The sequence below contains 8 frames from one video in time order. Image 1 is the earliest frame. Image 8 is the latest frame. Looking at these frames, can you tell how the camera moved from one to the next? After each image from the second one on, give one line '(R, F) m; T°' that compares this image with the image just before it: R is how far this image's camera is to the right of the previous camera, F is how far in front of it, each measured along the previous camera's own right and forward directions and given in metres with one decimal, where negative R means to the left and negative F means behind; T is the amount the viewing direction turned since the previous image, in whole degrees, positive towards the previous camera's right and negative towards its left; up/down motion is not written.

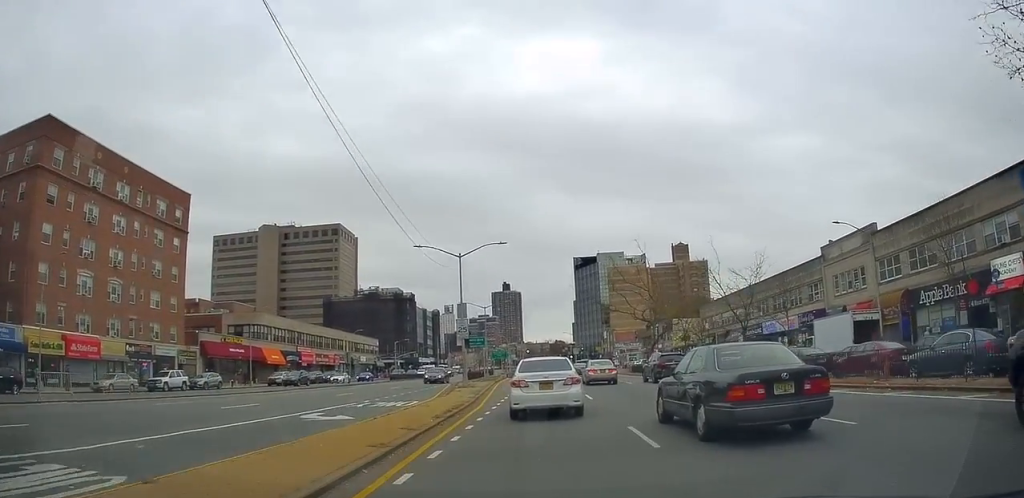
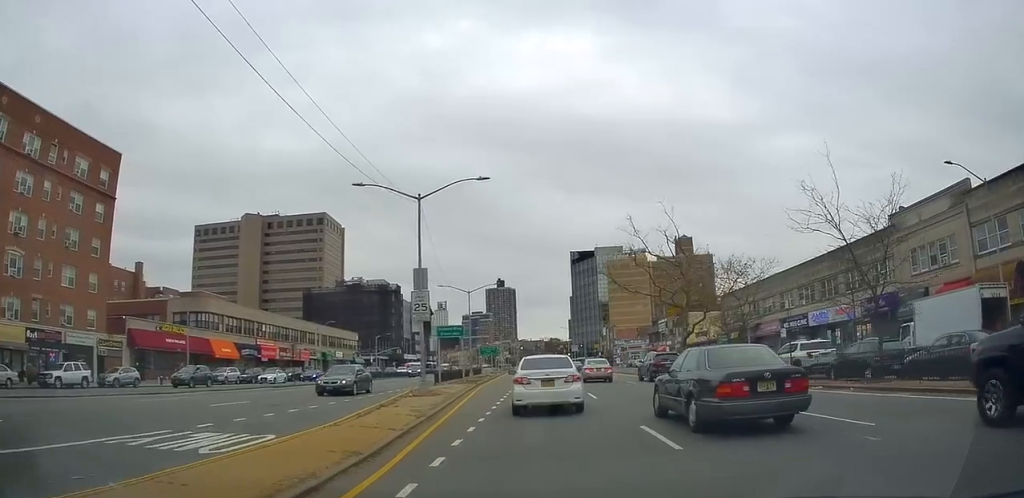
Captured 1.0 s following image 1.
(+0.1, +11.9) m; 0°
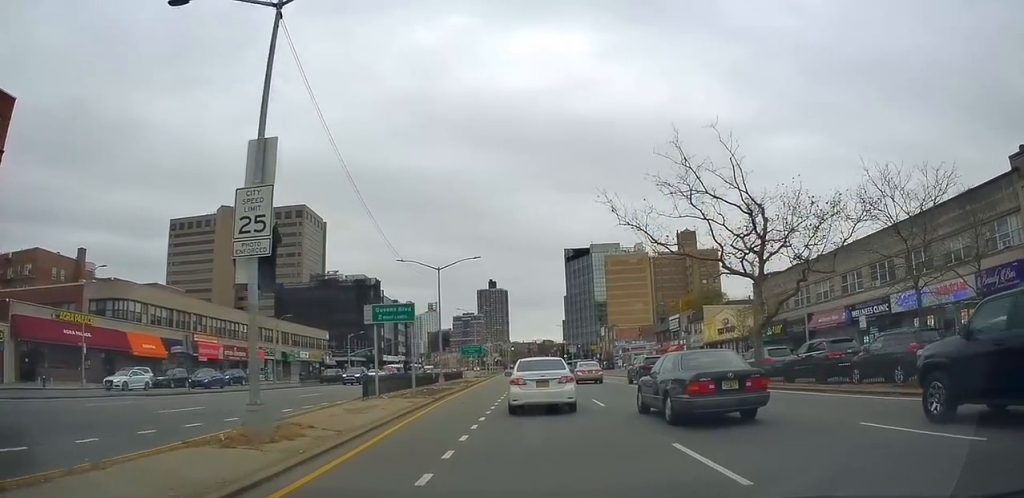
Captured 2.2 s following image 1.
(-0.2, +14.2) m; +1°
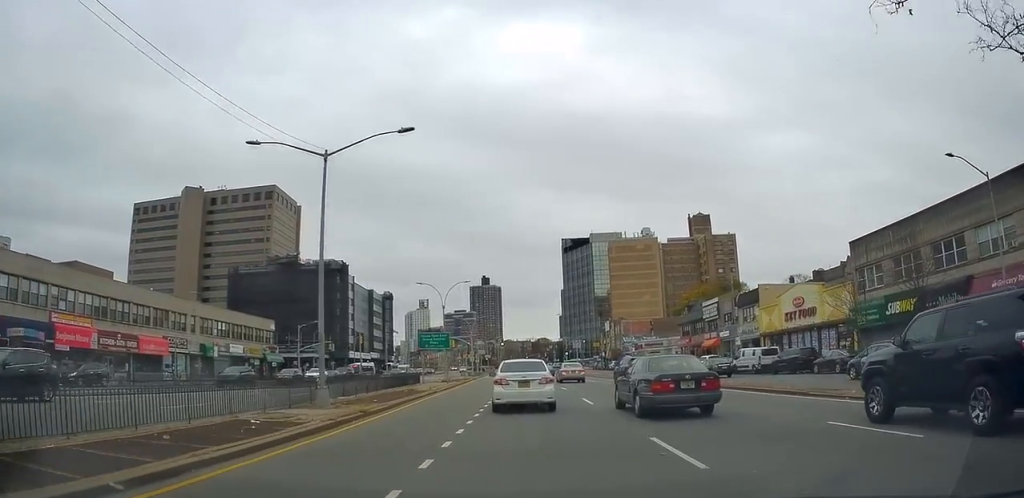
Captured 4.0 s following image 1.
(+0.7, +22.0) m; +1°
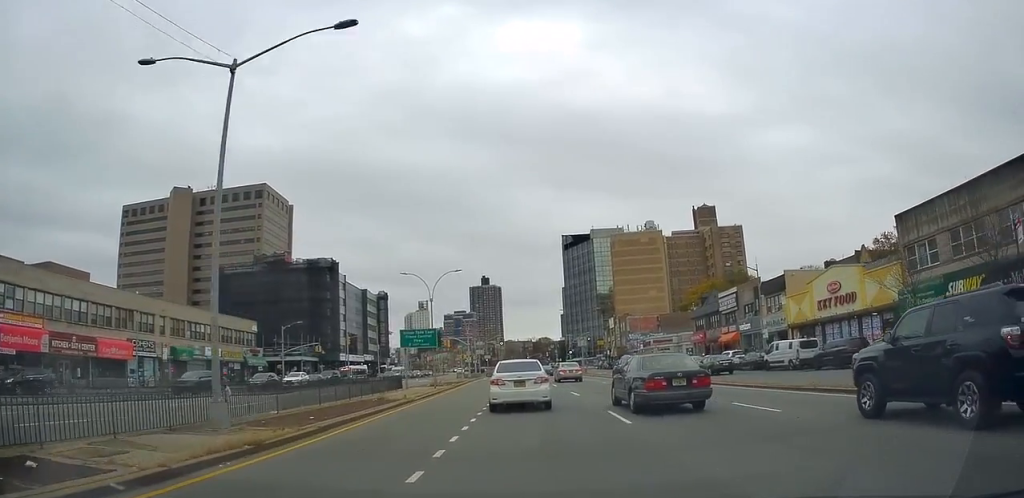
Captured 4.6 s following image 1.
(-0.3, +6.5) m; -1°
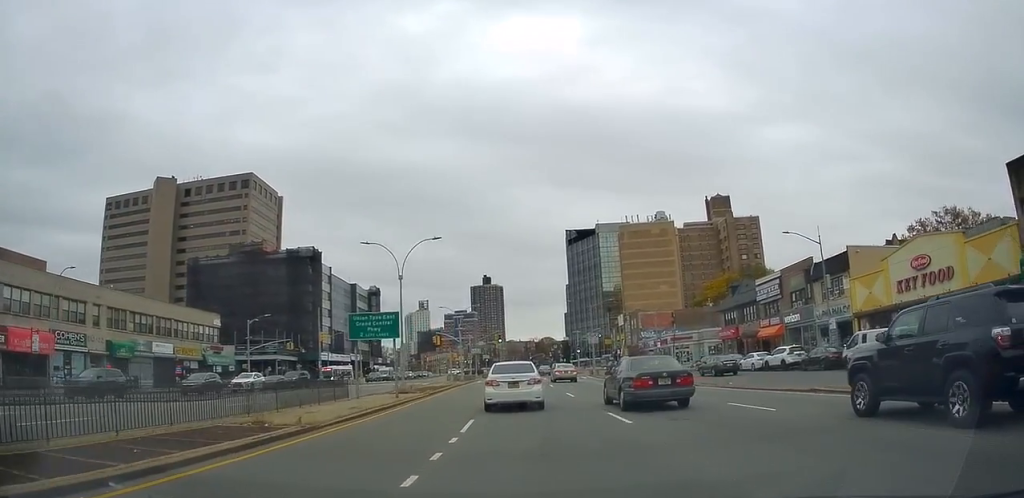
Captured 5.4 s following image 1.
(+0.2, +11.5) m; +1°
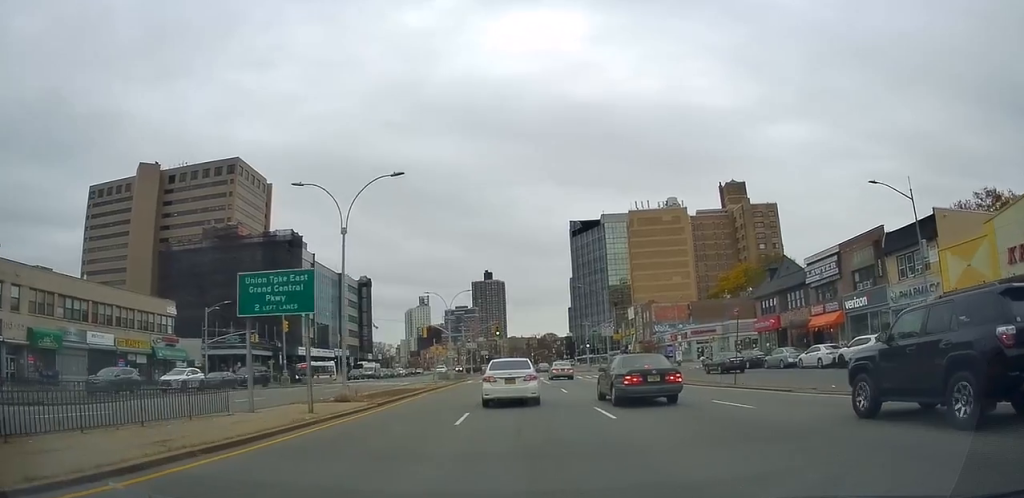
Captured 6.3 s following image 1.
(+0.1, +10.7) m; 0°
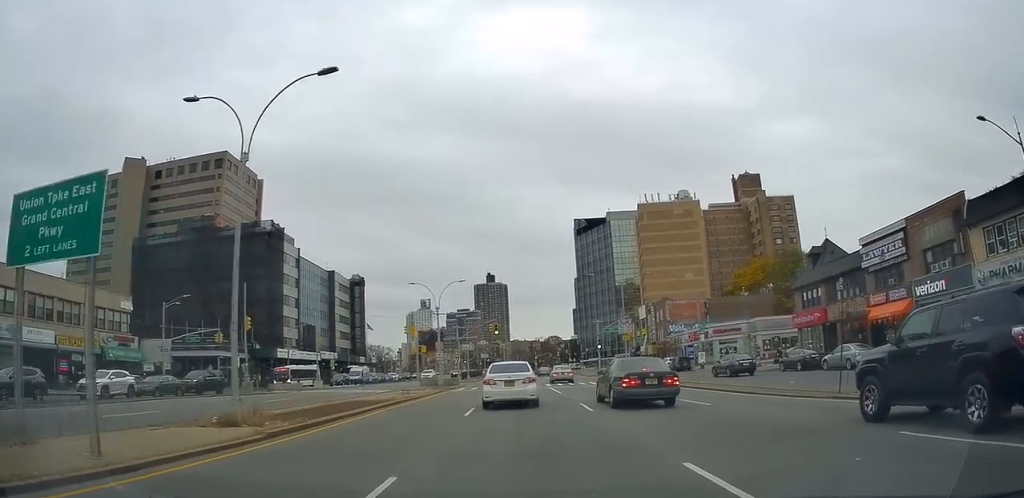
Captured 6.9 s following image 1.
(0.0, +8.6) m; -1°
